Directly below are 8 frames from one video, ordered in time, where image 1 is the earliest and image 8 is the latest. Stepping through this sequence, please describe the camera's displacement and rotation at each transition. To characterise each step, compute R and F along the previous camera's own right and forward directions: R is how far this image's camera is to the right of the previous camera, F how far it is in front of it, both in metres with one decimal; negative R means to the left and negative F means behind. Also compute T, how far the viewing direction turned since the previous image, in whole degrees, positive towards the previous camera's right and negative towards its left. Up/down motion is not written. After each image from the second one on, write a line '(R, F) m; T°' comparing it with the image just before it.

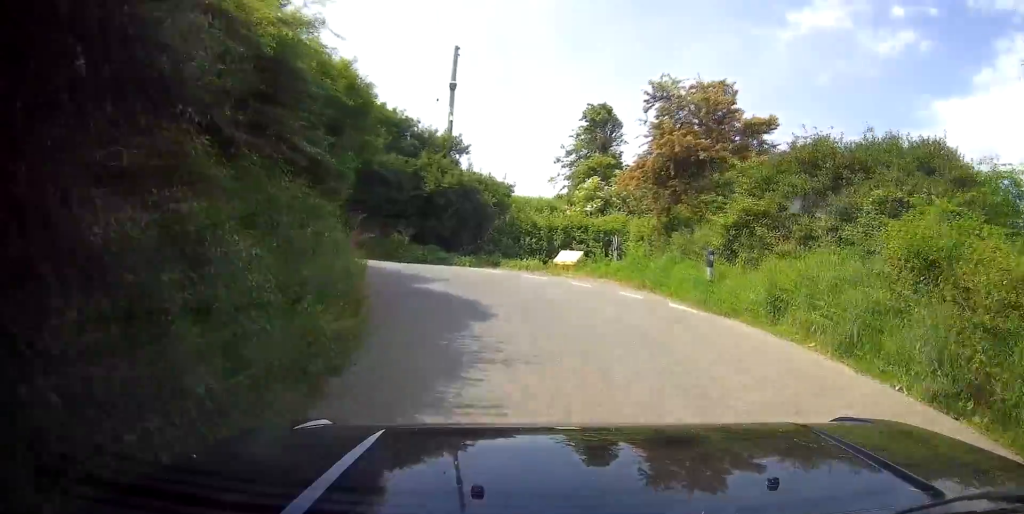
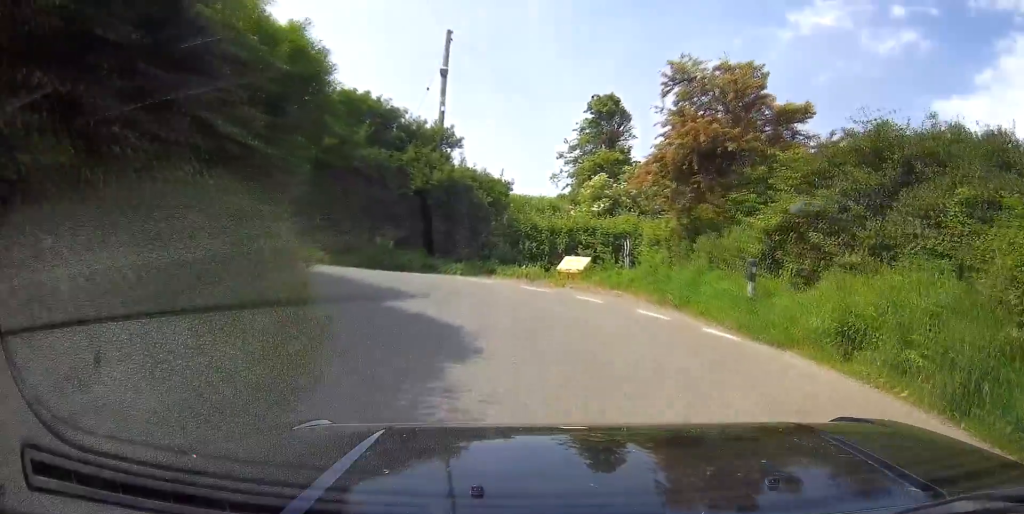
(-0.2, +2.4) m; -6°
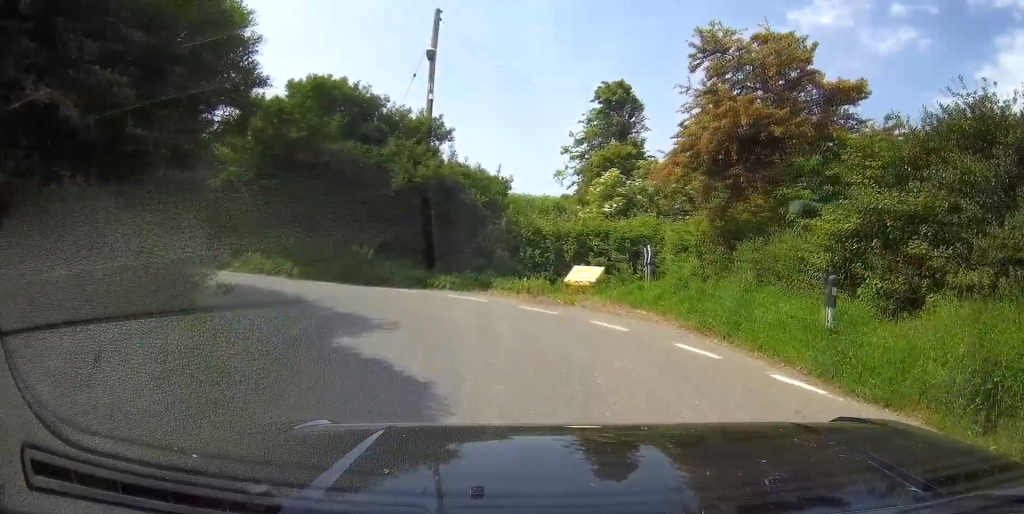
(-0.1, +2.2) m; -3°
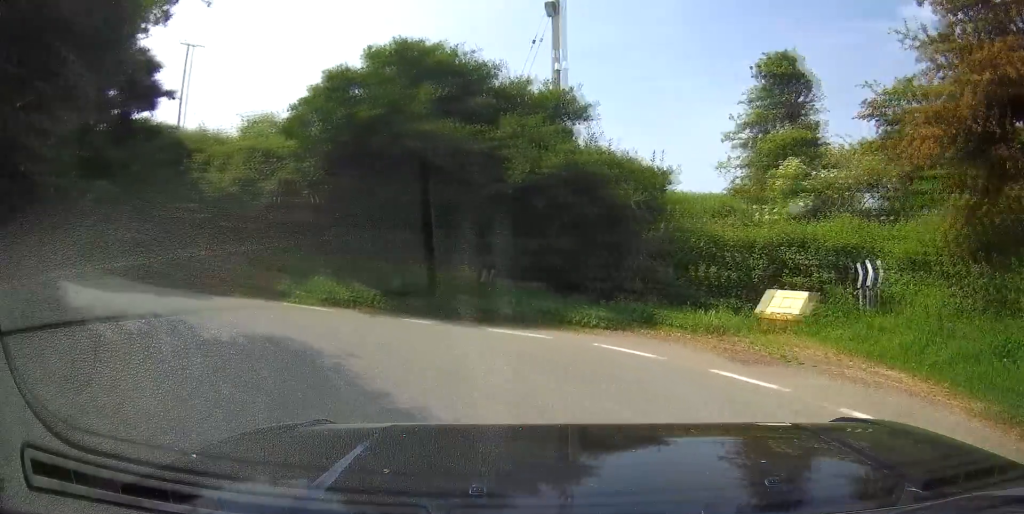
(-0.1, +3.5) m; -1°
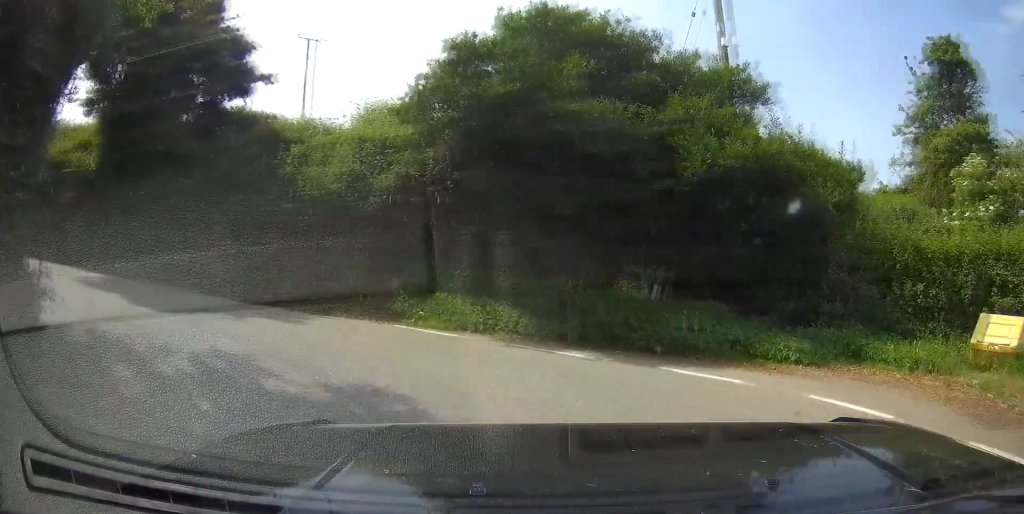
(0.0, +2.8) m; -4°
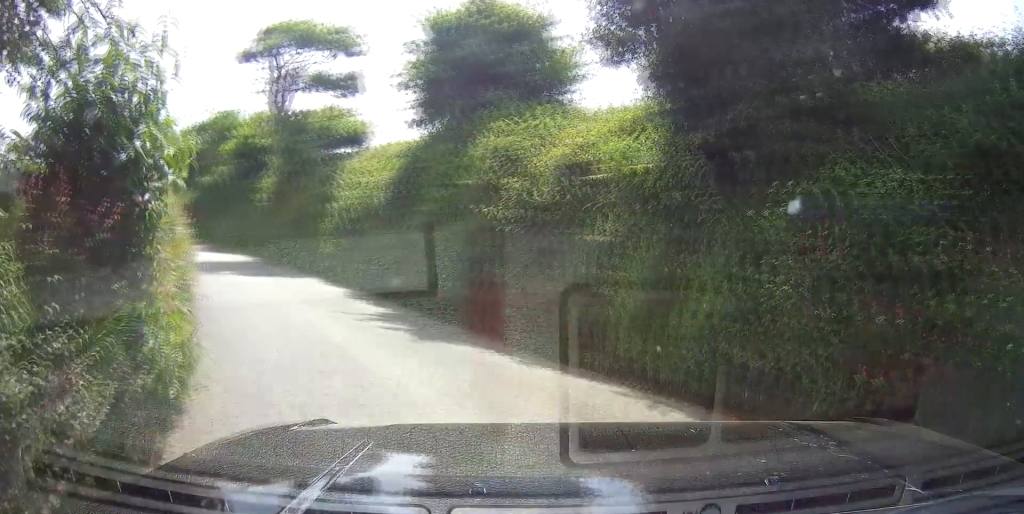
(-3.7, +8.6) m; -60°
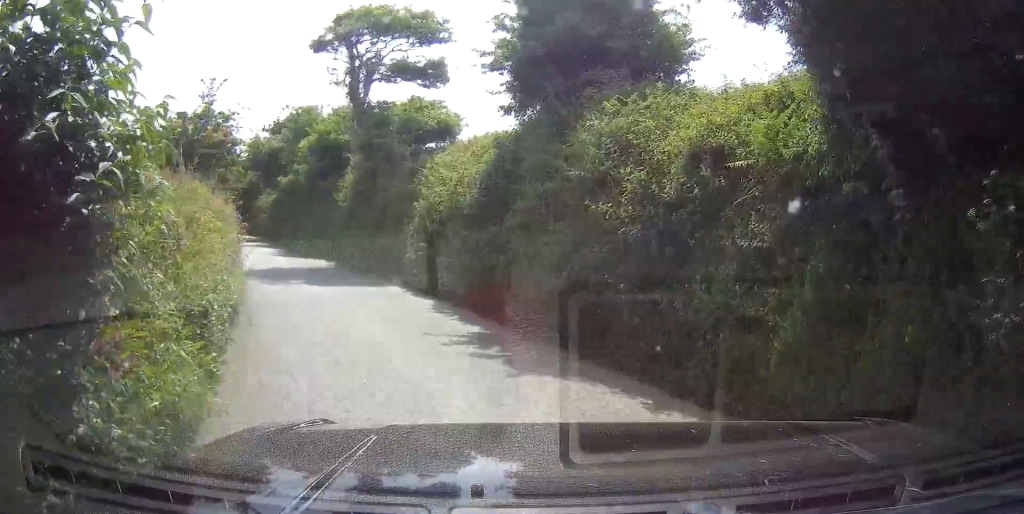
(-0.2, +1.7) m; -6°
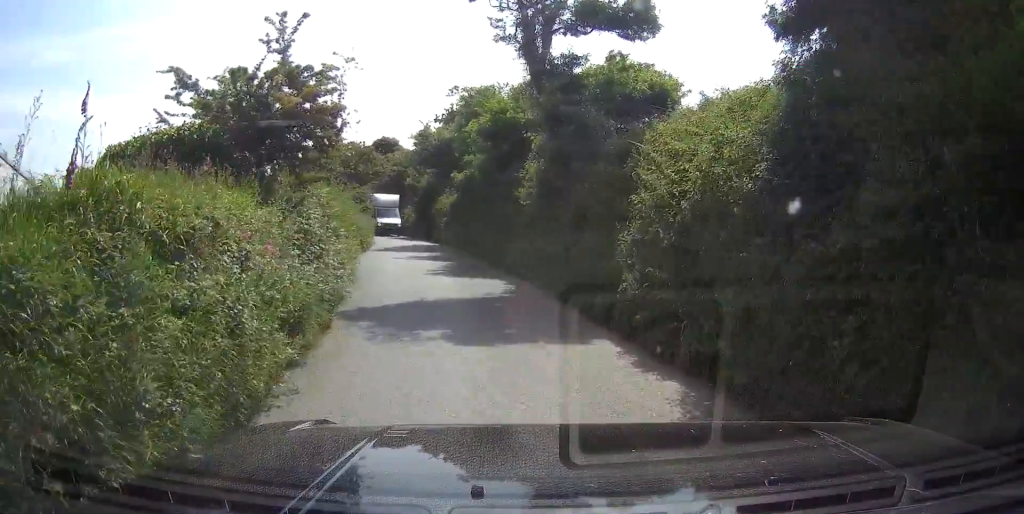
(-0.4, +5.0) m; -5°
